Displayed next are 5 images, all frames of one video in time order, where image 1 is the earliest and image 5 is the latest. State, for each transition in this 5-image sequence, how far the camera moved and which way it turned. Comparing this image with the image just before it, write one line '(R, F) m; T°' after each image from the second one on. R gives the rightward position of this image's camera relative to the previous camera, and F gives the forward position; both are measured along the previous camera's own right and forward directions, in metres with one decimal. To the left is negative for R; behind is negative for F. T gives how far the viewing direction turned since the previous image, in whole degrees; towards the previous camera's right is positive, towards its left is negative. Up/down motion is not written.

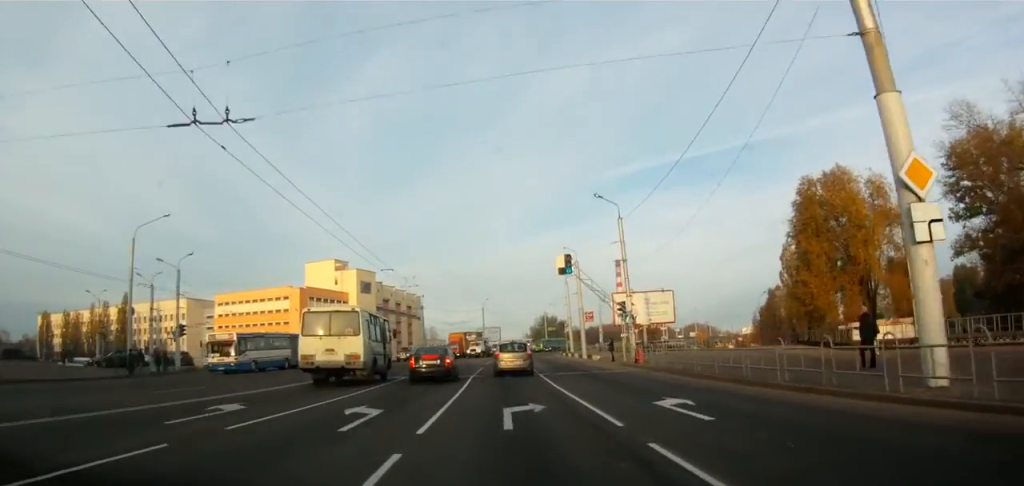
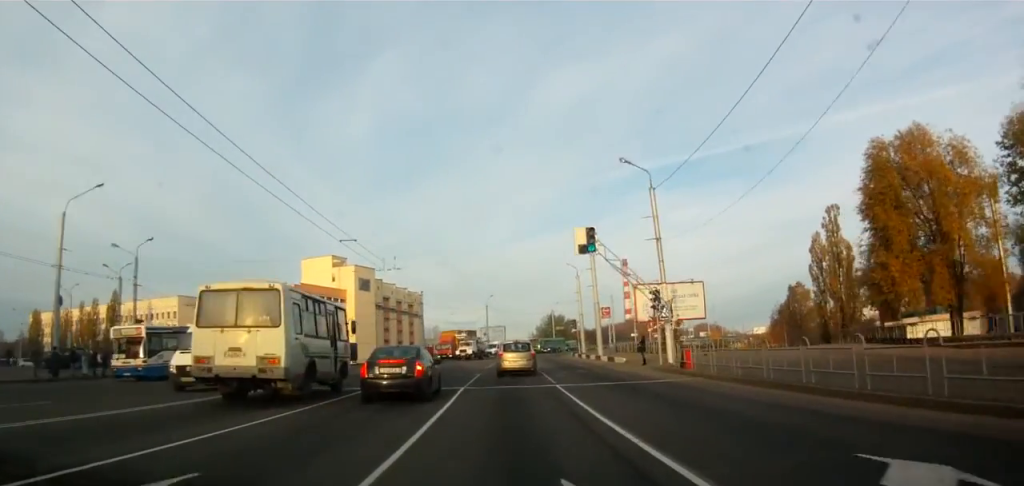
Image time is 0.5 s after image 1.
(-0.3, +8.4) m; 0°
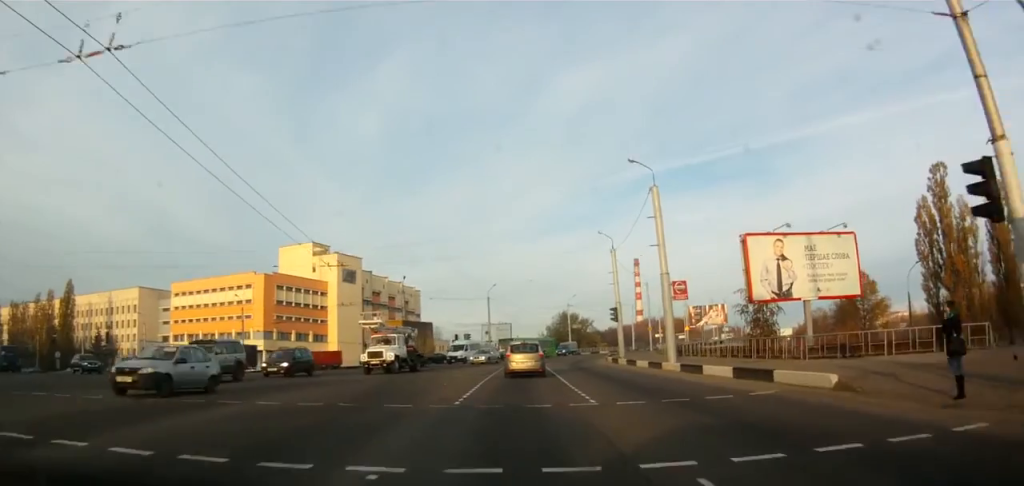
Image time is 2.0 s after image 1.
(+0.1, +24.6) m; 0°
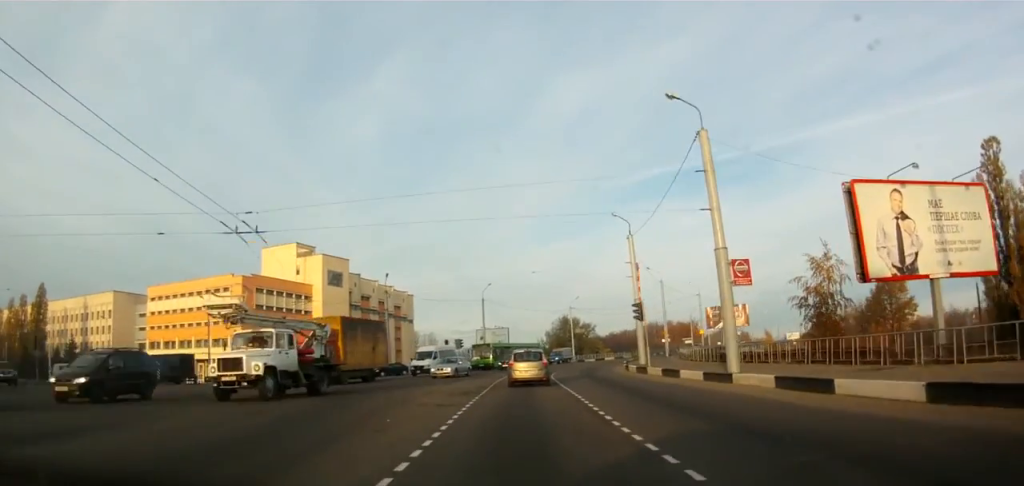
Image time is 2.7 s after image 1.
(-0.3, +10.3) m; 0°
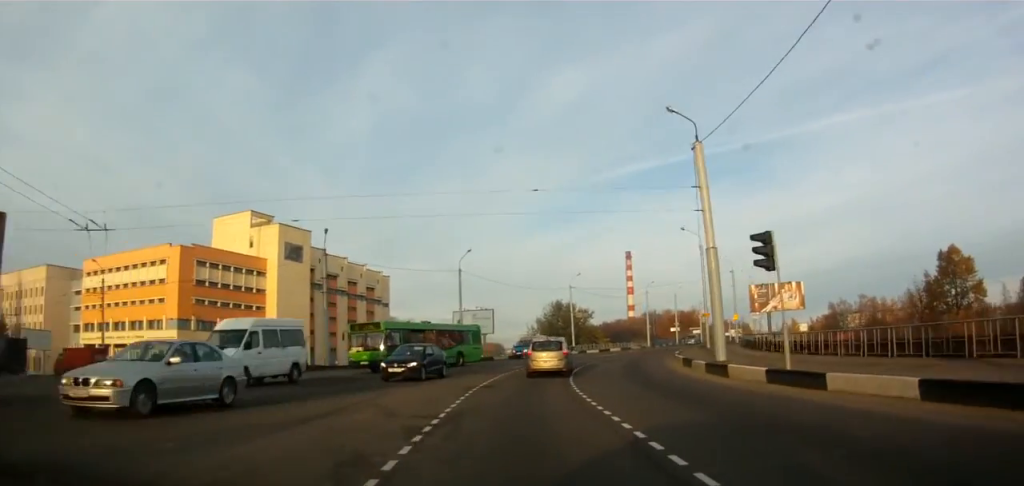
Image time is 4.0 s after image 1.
(+0.4, +21.3) m; +2°
